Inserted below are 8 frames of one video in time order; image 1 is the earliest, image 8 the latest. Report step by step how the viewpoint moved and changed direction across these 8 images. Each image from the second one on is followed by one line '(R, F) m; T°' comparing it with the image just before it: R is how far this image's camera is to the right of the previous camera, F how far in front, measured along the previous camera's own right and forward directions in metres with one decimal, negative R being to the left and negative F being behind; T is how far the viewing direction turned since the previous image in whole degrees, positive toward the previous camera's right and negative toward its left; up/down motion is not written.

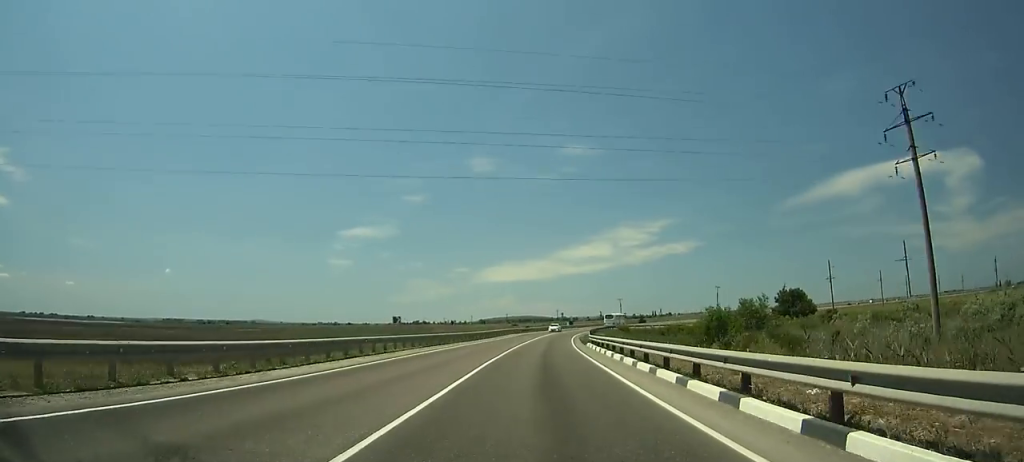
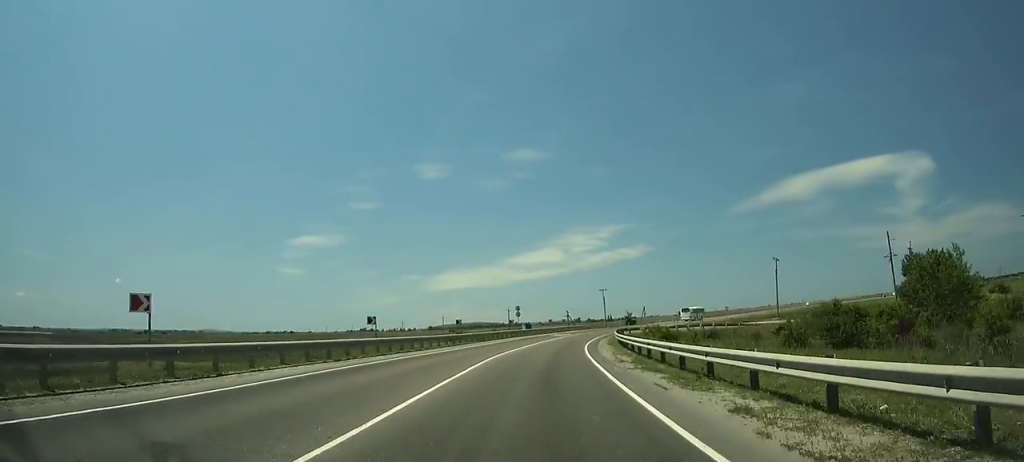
(+1.6, +65.0) m; +6°
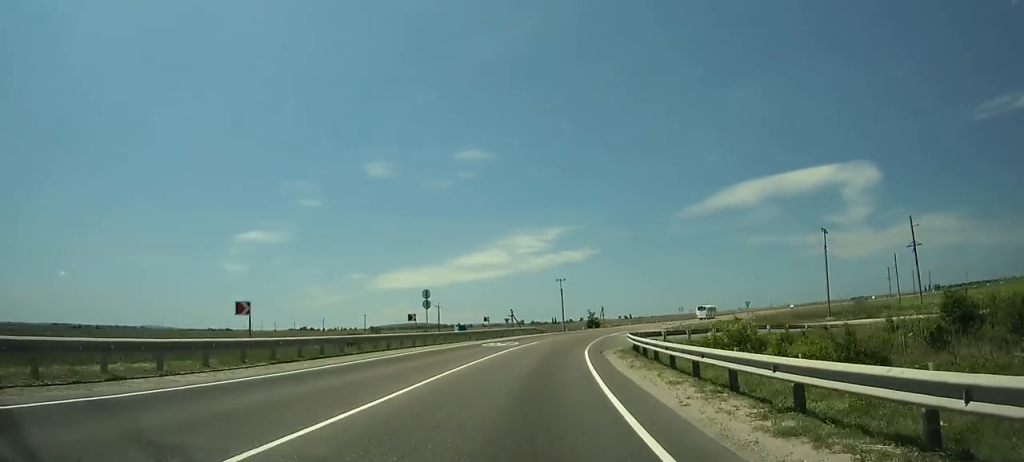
(-0.6, +33.4) m; +5°
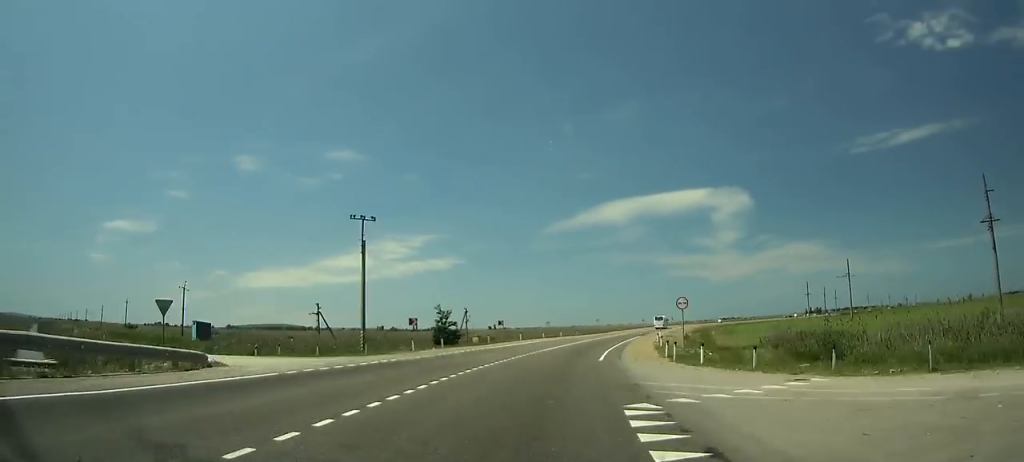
(+6.2, +59.5) m; +12°
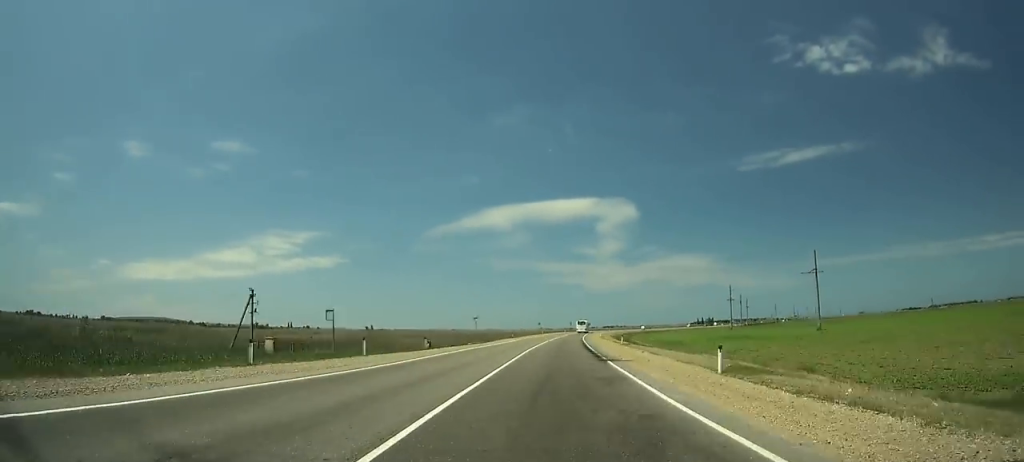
(+5.9, +50.9) m; +9°
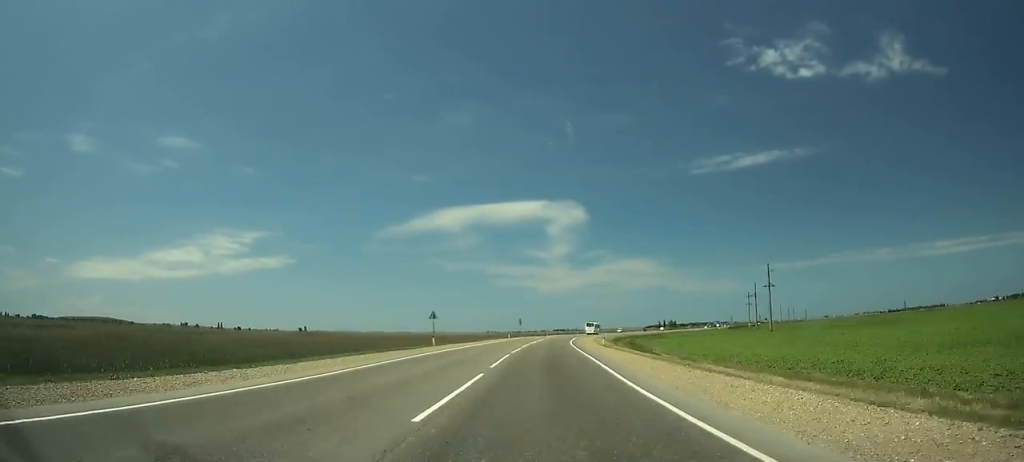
(+9.4, +92.9) m; +9°
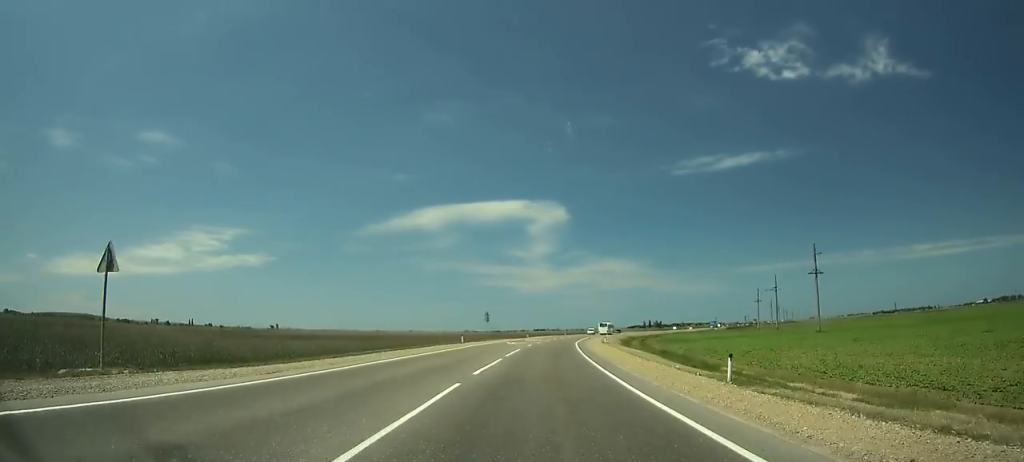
(+1.2, +39.6) m; +2°
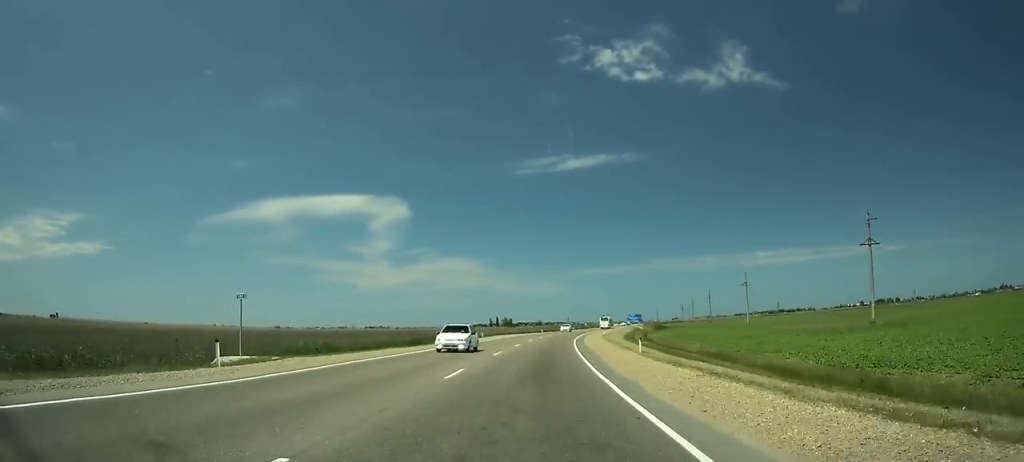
(+20.9, +186.5) m; +14°
